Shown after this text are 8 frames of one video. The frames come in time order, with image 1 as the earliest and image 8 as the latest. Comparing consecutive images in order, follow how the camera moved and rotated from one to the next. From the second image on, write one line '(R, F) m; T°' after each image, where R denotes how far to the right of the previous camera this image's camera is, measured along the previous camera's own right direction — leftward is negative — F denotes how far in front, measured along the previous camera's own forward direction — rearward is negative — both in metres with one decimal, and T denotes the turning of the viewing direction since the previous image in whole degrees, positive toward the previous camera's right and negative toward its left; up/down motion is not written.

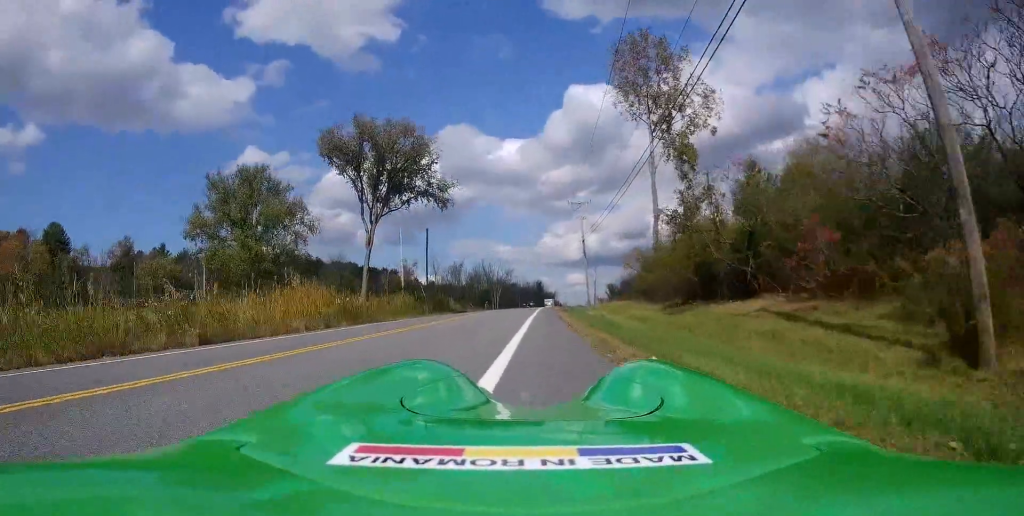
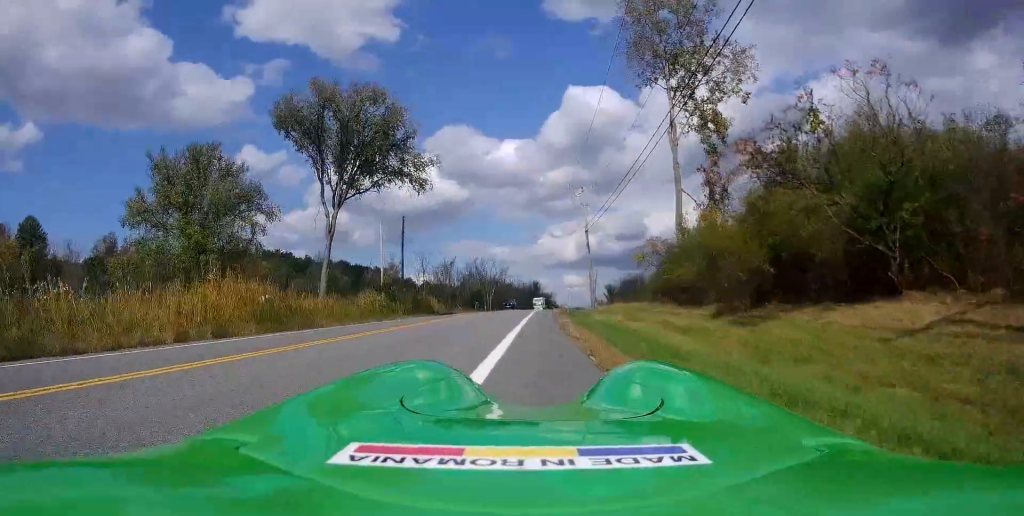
(0.0, +9.6) m; 0°
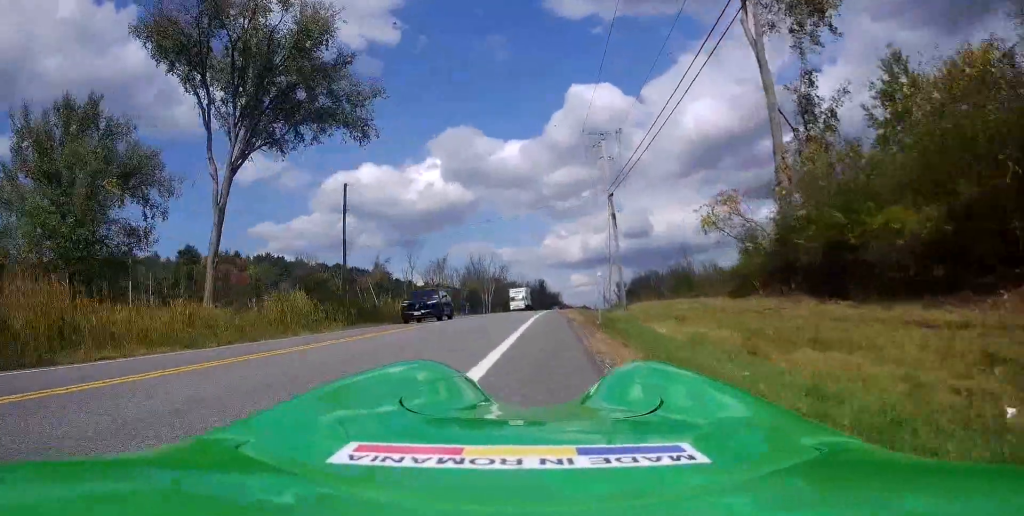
(0.0, +17.2) m; 0°
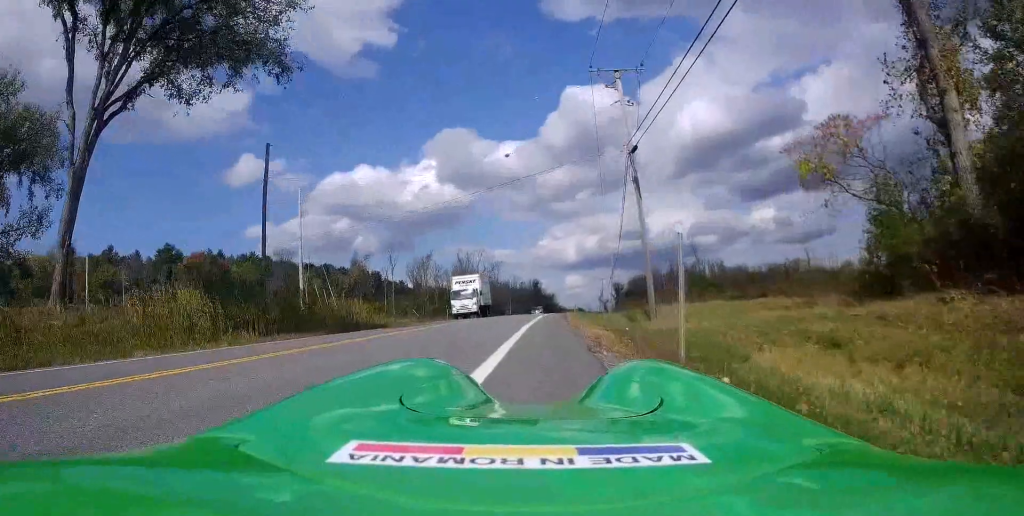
(0.0, +11.1) m; +2°
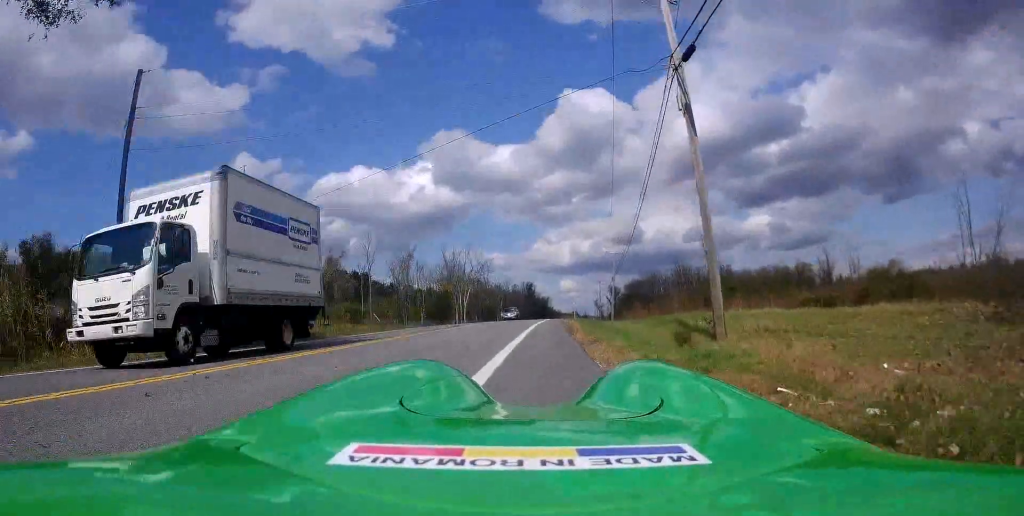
(+0.4, +10.5) m; 0°
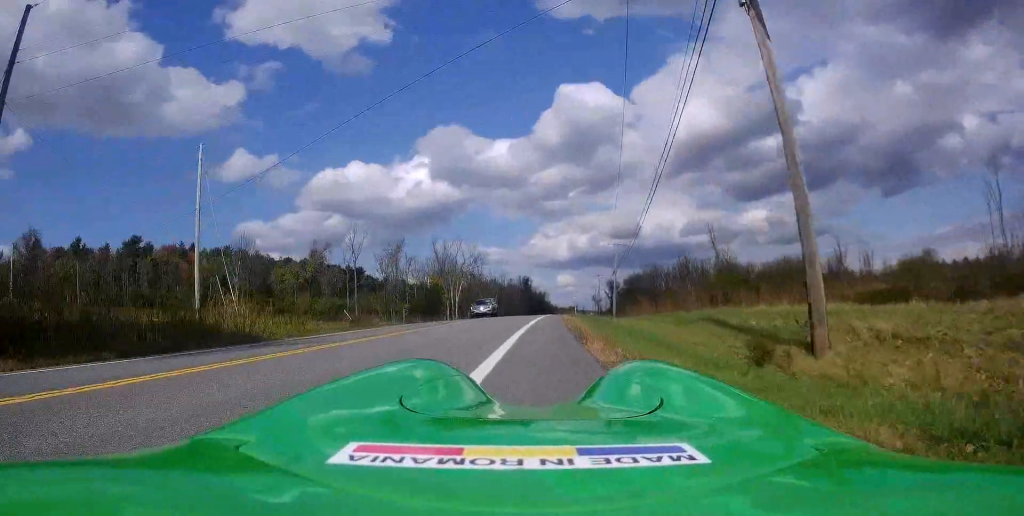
(-0.2, +5.6) m; -1°
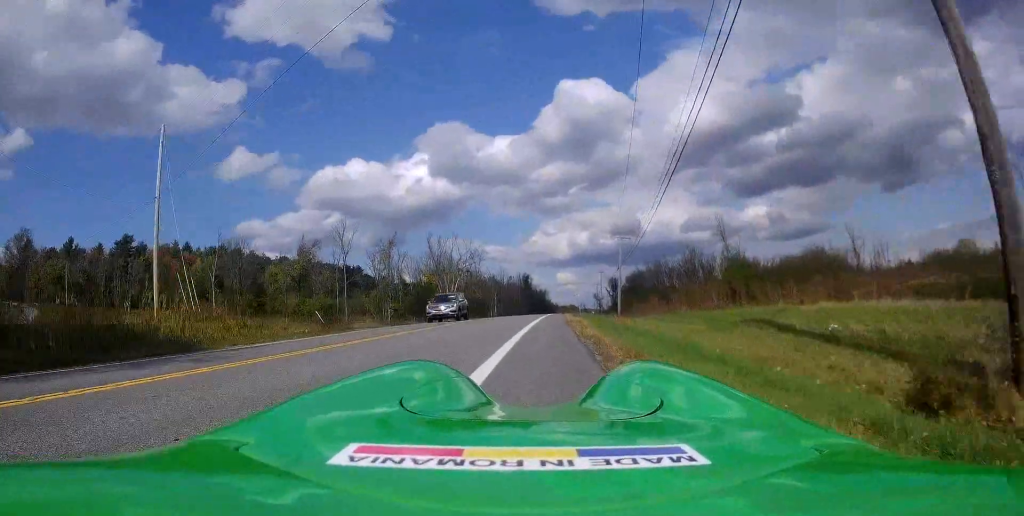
(-0.1, +4.8) m; 0°
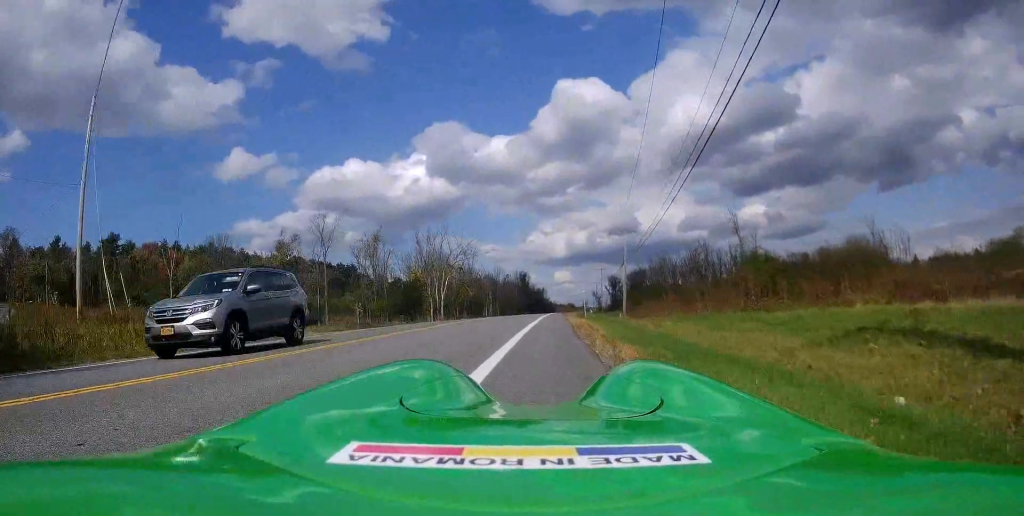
(-0.1, +7.0) m; +2°
